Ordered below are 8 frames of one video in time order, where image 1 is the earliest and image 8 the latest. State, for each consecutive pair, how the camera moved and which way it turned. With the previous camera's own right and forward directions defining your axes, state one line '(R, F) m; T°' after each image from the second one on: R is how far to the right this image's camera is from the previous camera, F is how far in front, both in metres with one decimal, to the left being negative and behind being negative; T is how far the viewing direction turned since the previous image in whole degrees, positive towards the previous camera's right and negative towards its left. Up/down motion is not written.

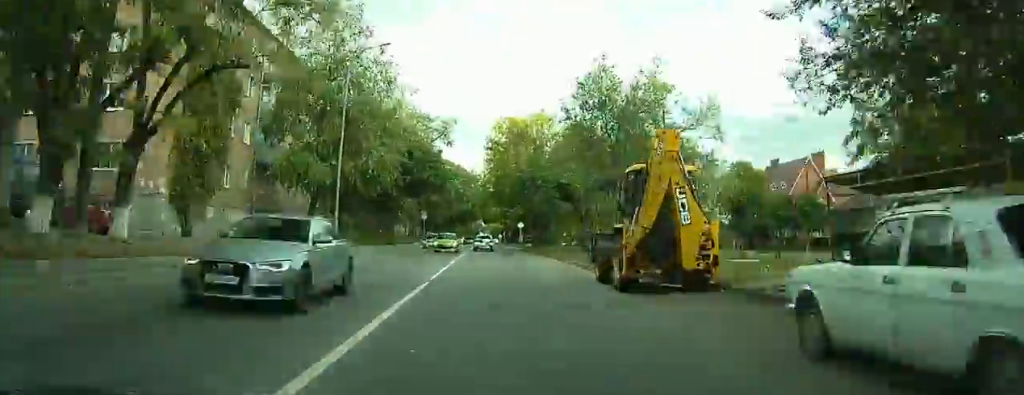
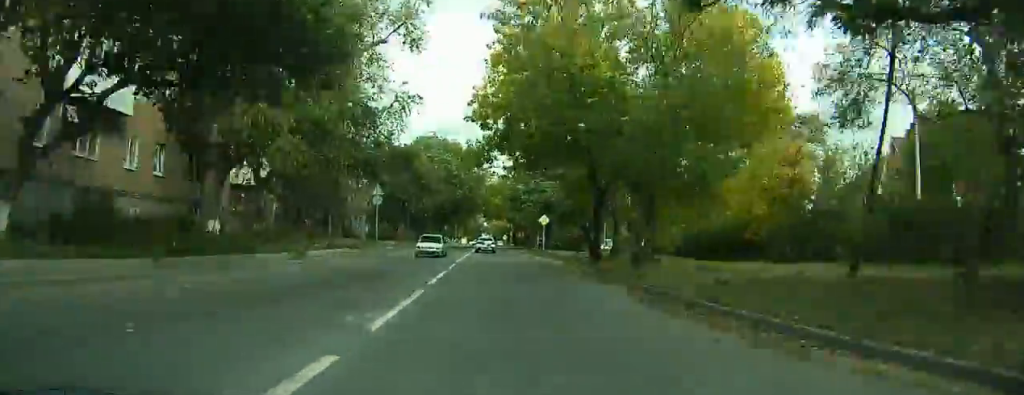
(0.0, +31.3) m; 0°
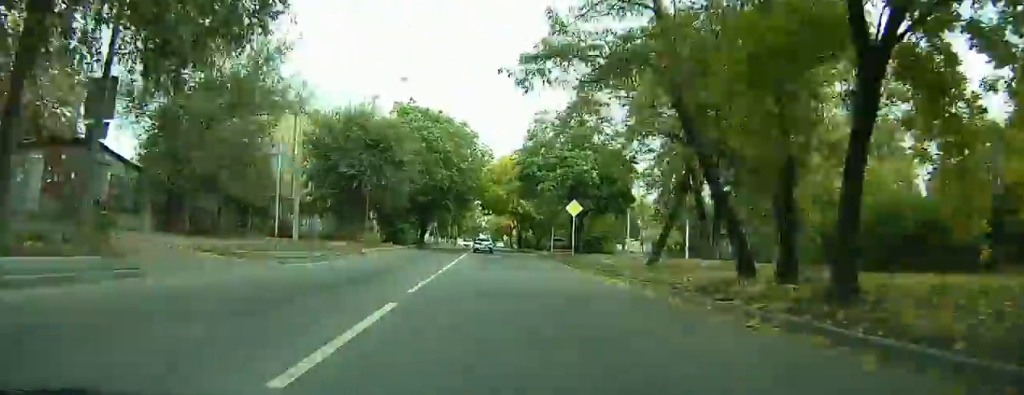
(0.0, +19.8) m; 0°
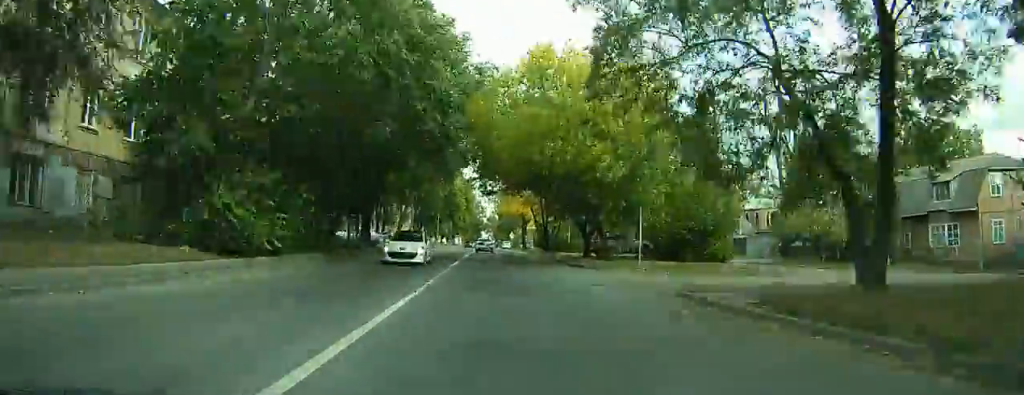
(-0.1, +33.0) m; 0°
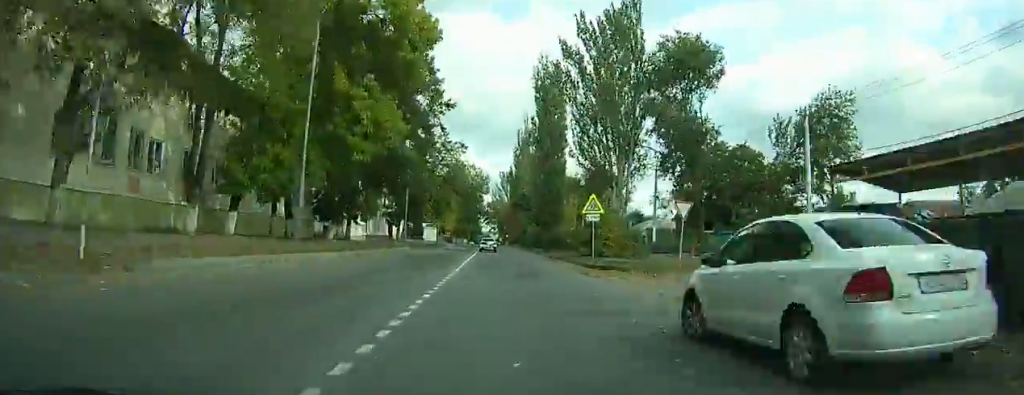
(+0.8, +101.3) m; +1°
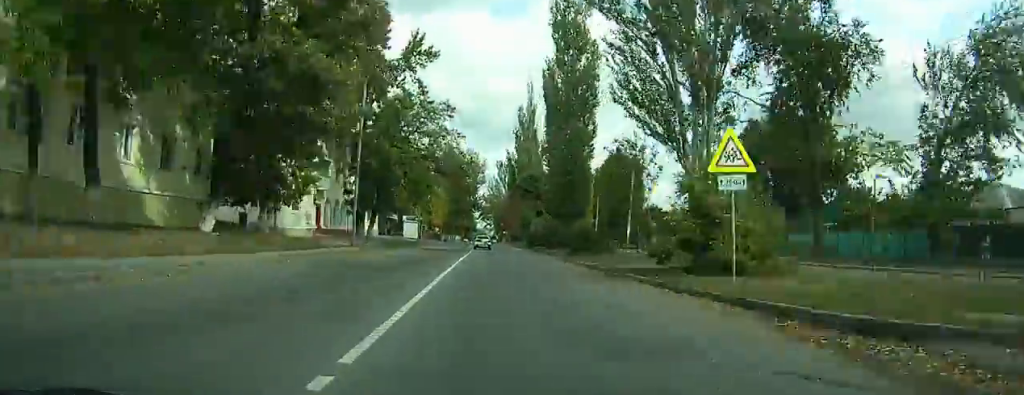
(+0.1, +19.8) m; 0°
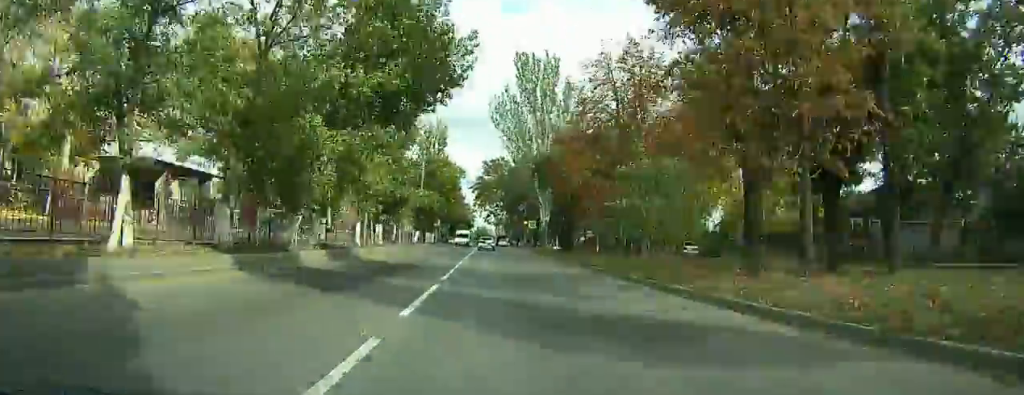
(+0.4, +86.8) m; 0°
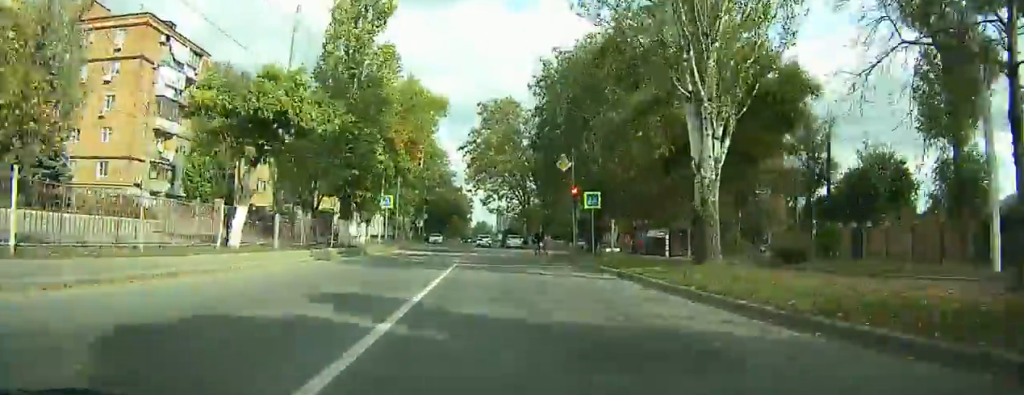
(0.0, +40.0) m; 0°
